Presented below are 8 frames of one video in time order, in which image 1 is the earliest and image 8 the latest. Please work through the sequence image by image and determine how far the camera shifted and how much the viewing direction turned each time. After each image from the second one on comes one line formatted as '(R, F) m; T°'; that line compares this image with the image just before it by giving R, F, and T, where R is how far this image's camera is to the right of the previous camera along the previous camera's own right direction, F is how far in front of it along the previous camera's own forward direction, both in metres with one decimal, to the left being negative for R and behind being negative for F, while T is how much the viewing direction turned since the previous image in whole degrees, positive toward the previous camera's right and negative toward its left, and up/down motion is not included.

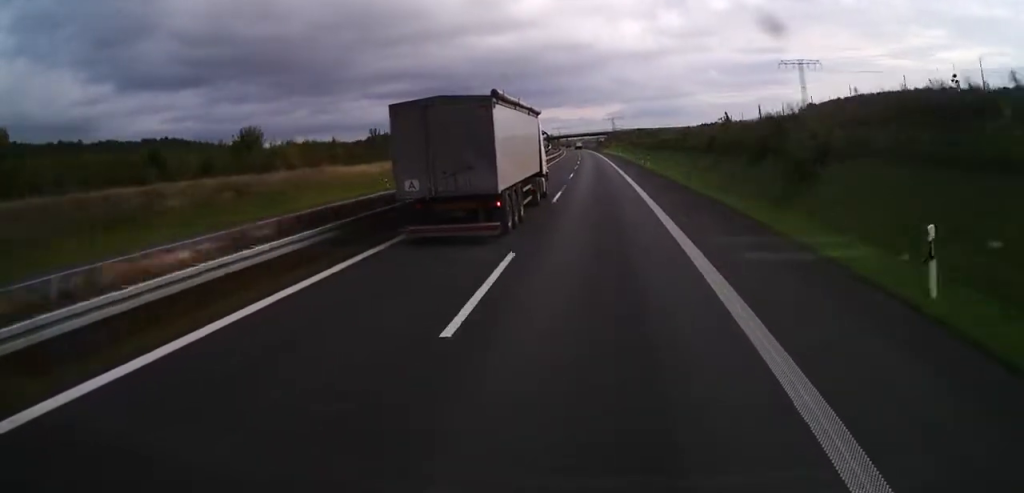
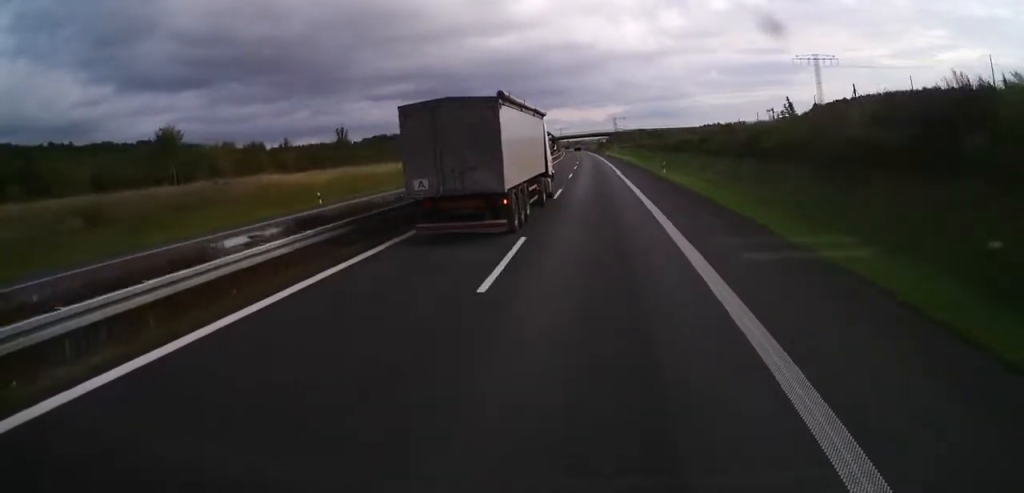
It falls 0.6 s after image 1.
(-0.1, +15.4) m; 0°
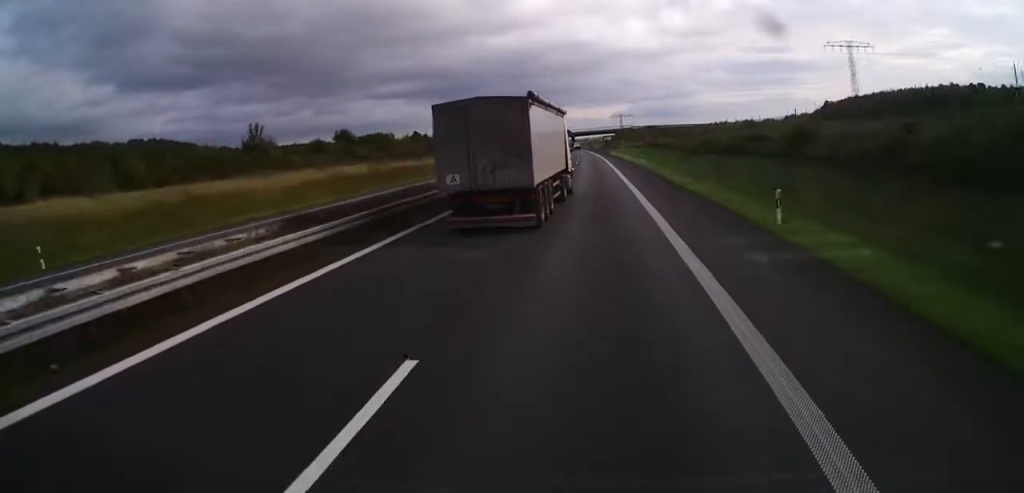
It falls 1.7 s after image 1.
(+0.1, +26.9) m; 0°
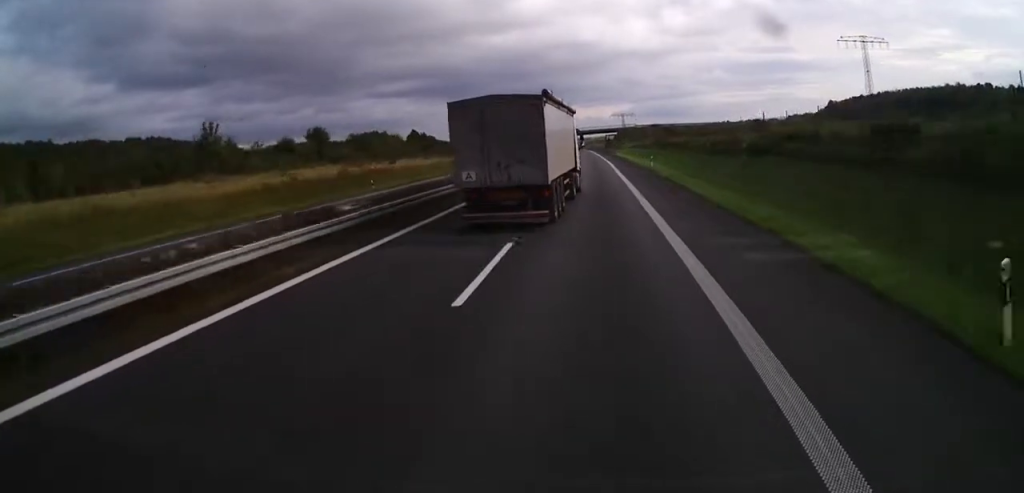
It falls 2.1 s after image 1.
(+0.2, +9.8) m; 0°
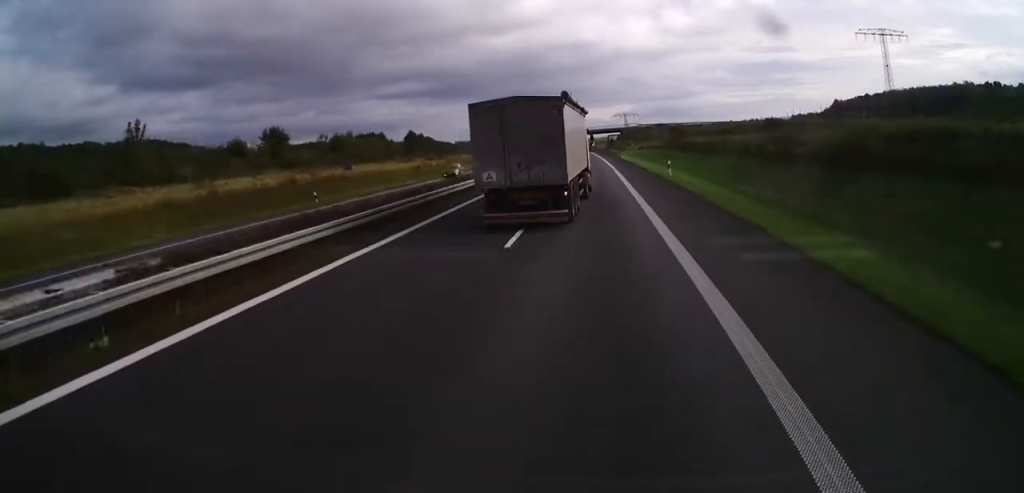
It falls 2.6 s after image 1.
(-0.1, +12.2) m; 0°
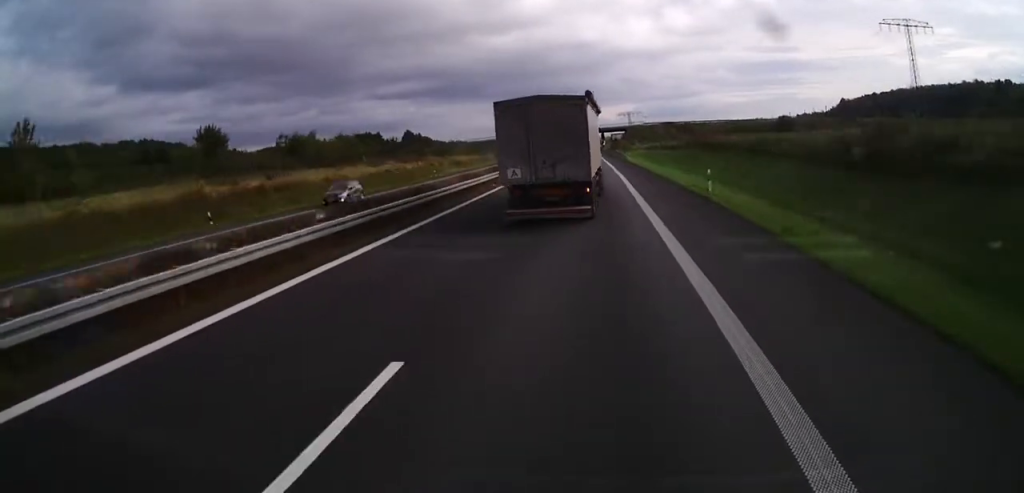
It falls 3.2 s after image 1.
(-0.1, +13.8) m; -1°
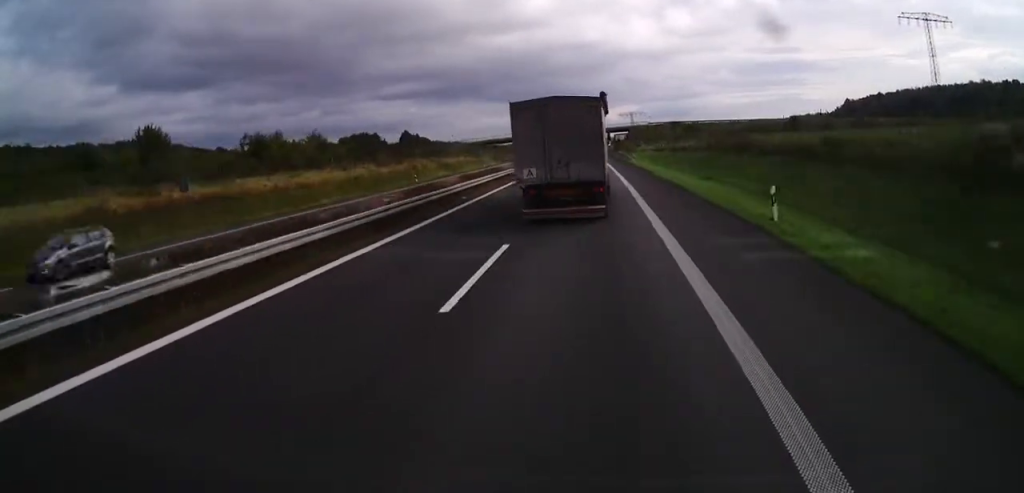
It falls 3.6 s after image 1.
(0.0, +9.8) m; 0°
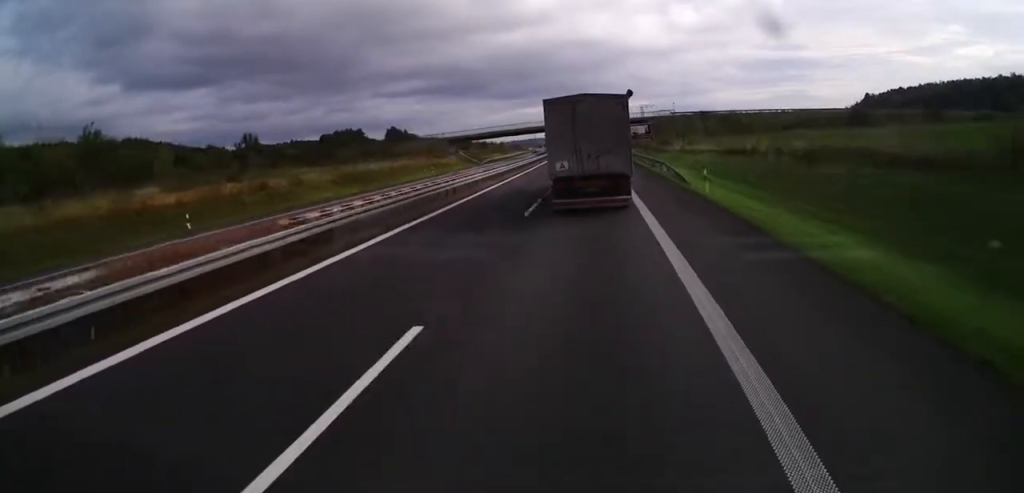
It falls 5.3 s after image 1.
(-0.1, +42.5) m; 0°
